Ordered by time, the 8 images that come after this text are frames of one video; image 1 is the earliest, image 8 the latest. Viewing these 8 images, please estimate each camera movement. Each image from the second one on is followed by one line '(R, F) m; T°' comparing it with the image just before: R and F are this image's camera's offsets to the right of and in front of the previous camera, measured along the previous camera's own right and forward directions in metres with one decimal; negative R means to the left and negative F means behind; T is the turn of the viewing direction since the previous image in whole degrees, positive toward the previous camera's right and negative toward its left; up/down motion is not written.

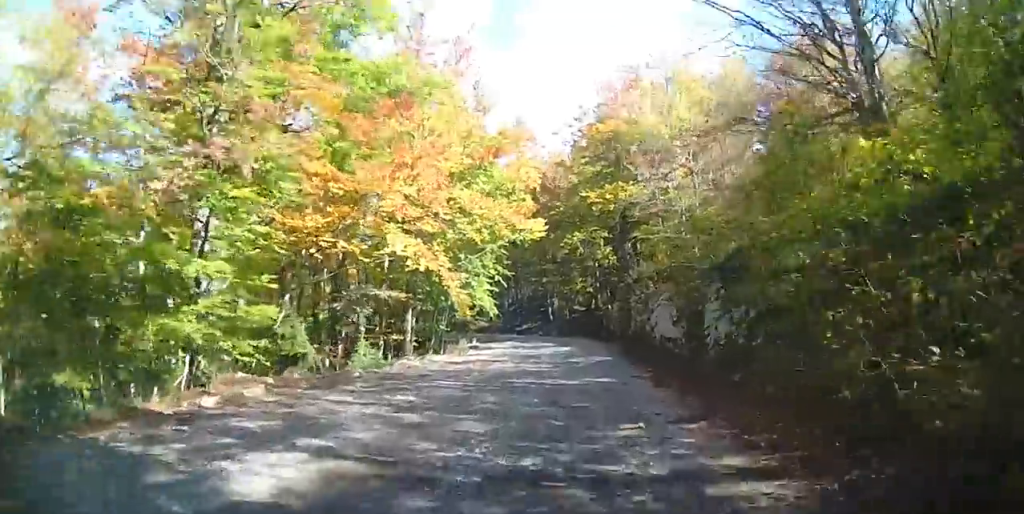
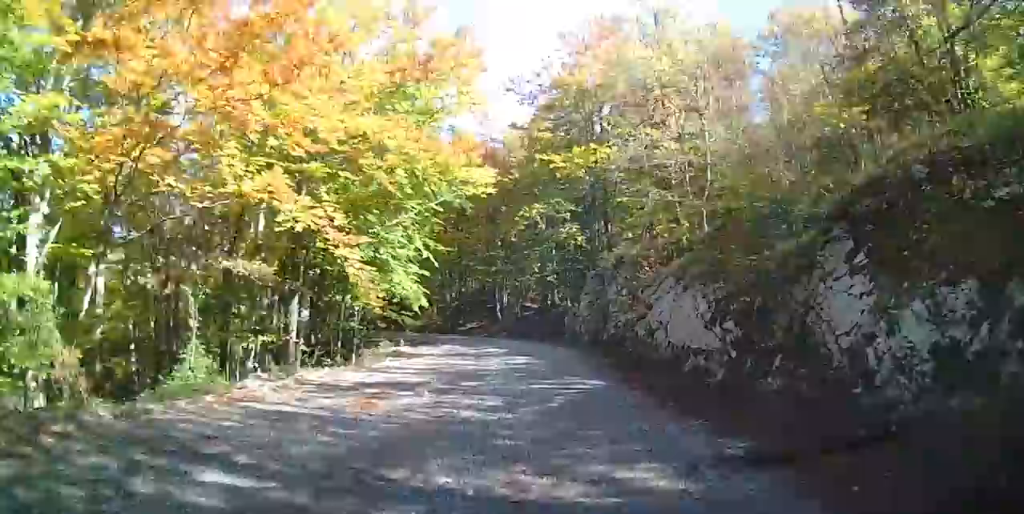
(+0.4, +8.9) m; +2°
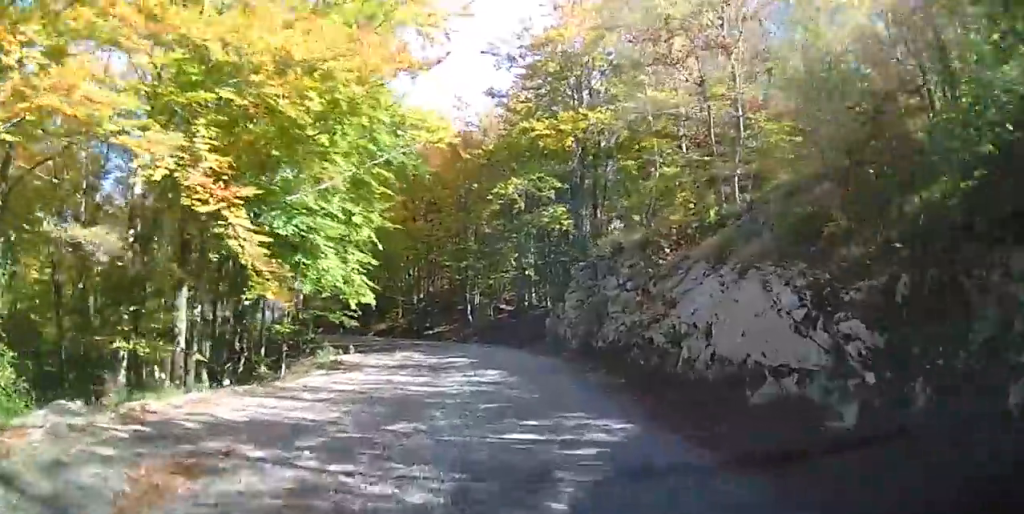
(0.0, +5.7) m; 0°
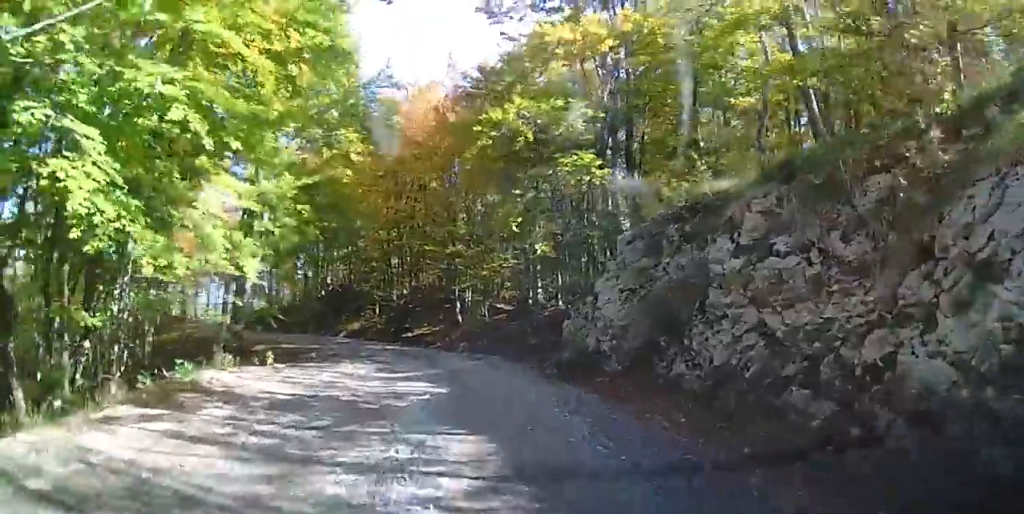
(+0.2, +10.0) m; 0°
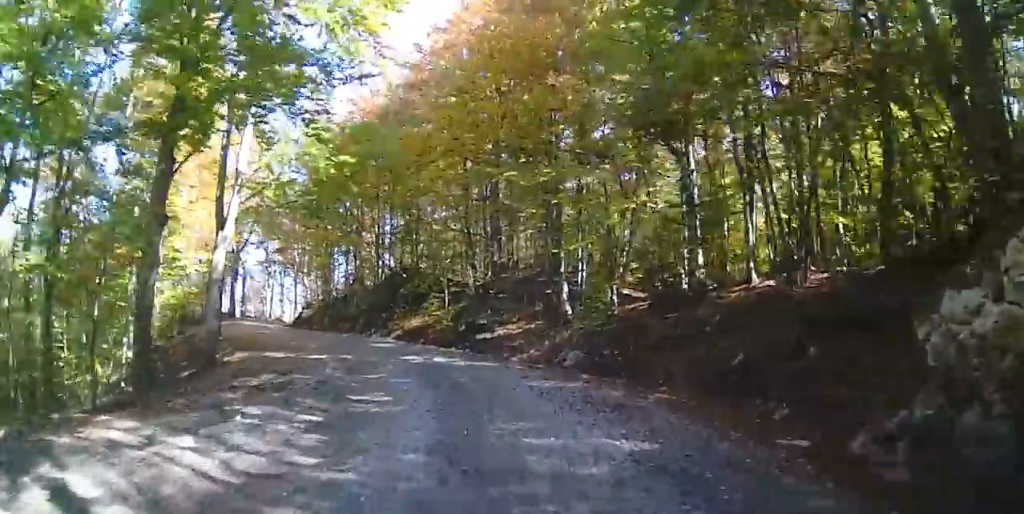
(-0.6, +14.9) m; -5°
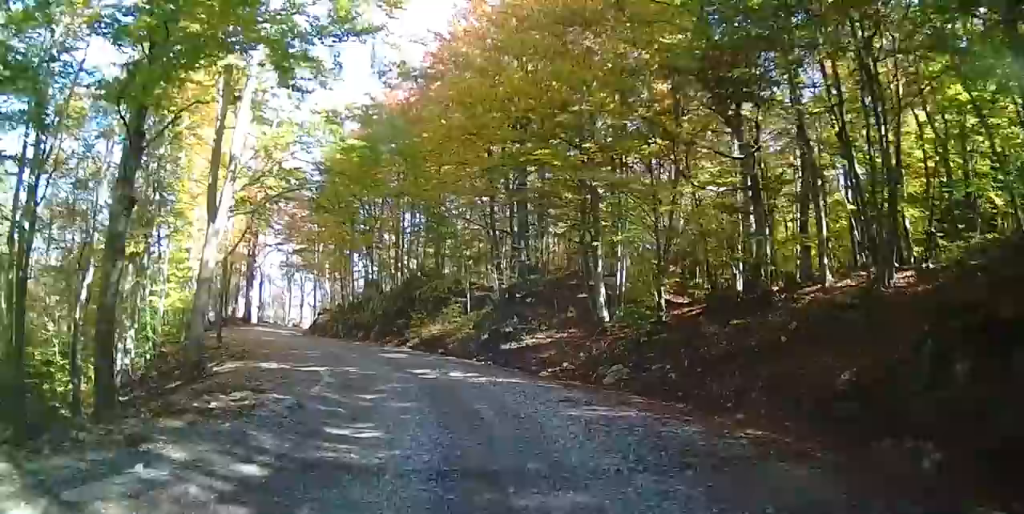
(+0.2, +2.8) m; -1°
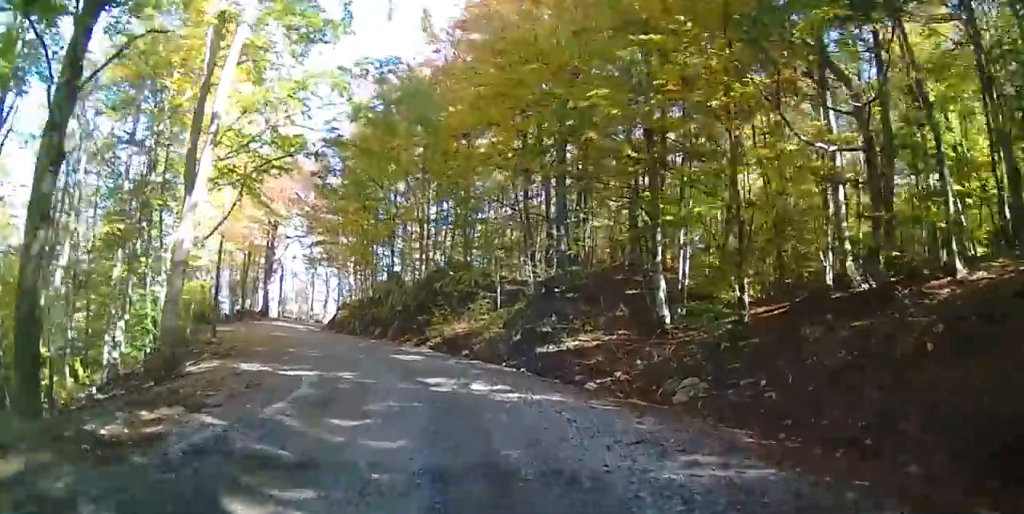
(-0.3, +3.6) m; -7°
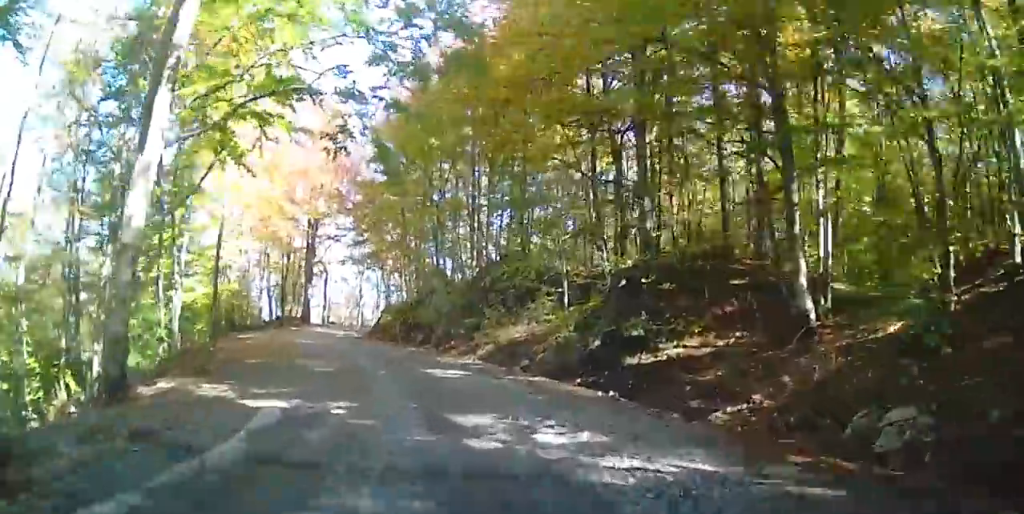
(-0.3, +4.7) m; -10°
